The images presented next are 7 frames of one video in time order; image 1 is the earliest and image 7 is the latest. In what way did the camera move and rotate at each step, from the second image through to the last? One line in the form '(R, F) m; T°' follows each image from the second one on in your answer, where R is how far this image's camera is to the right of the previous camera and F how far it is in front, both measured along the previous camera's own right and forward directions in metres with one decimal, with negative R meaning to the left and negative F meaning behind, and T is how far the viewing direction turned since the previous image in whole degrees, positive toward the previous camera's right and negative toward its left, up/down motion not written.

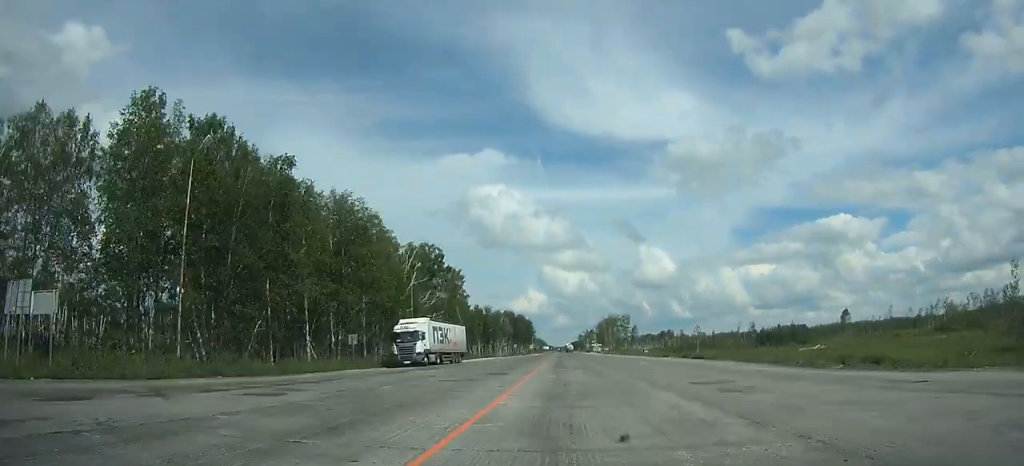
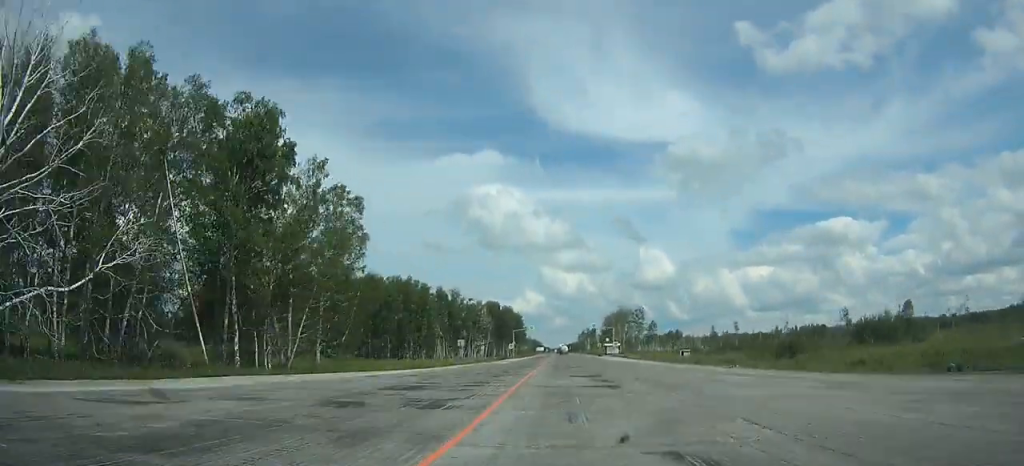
(+0.1, +76.4) m; 0°
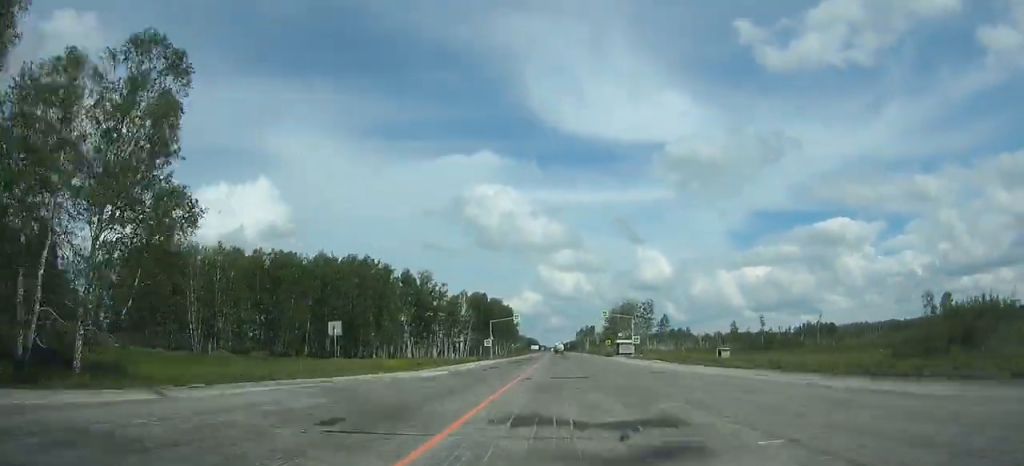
(0.0, +36.3) m; 0°
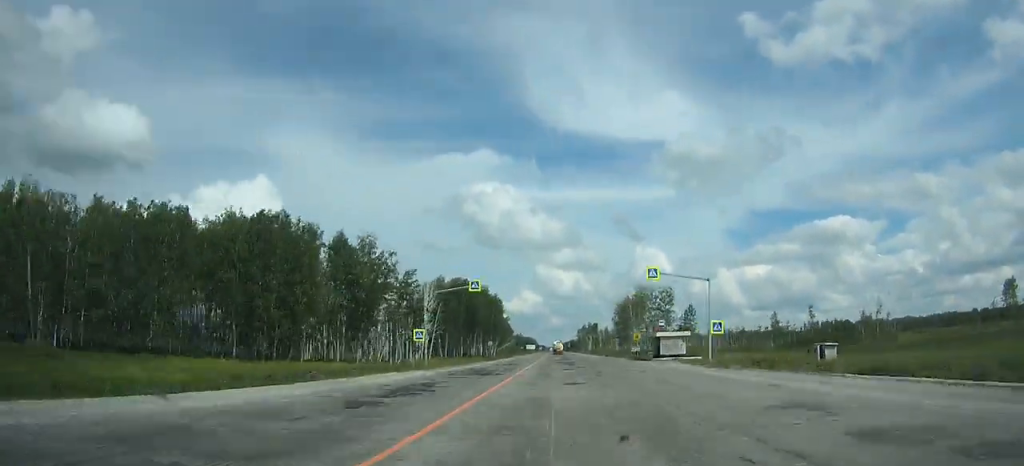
(0.0, +41.9) m; 0°
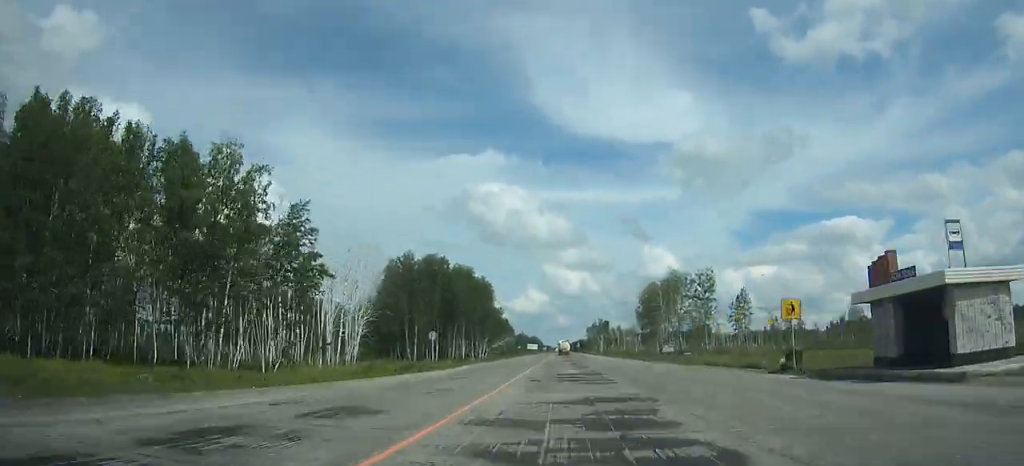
(-0.1, +43.8) m; 0°
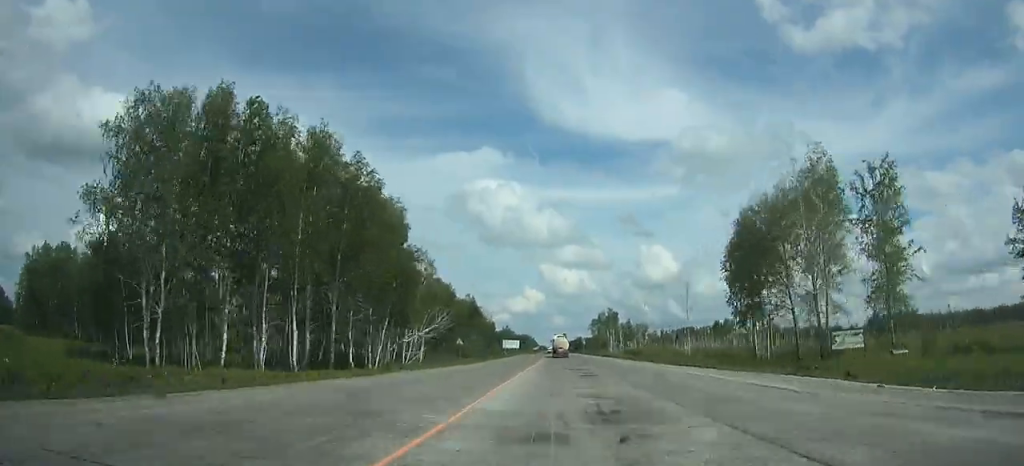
(+0.1, +75.8) m; 0°
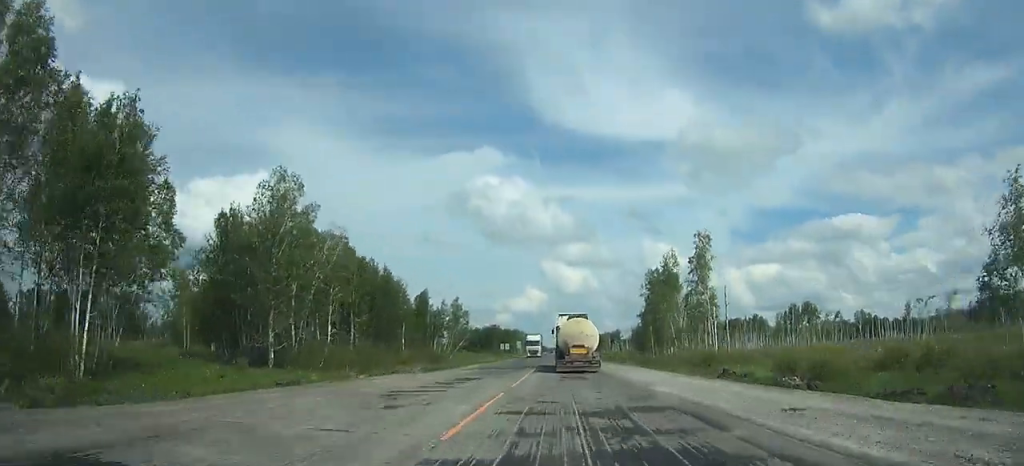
(+1.4, +155.7) m; -1°
